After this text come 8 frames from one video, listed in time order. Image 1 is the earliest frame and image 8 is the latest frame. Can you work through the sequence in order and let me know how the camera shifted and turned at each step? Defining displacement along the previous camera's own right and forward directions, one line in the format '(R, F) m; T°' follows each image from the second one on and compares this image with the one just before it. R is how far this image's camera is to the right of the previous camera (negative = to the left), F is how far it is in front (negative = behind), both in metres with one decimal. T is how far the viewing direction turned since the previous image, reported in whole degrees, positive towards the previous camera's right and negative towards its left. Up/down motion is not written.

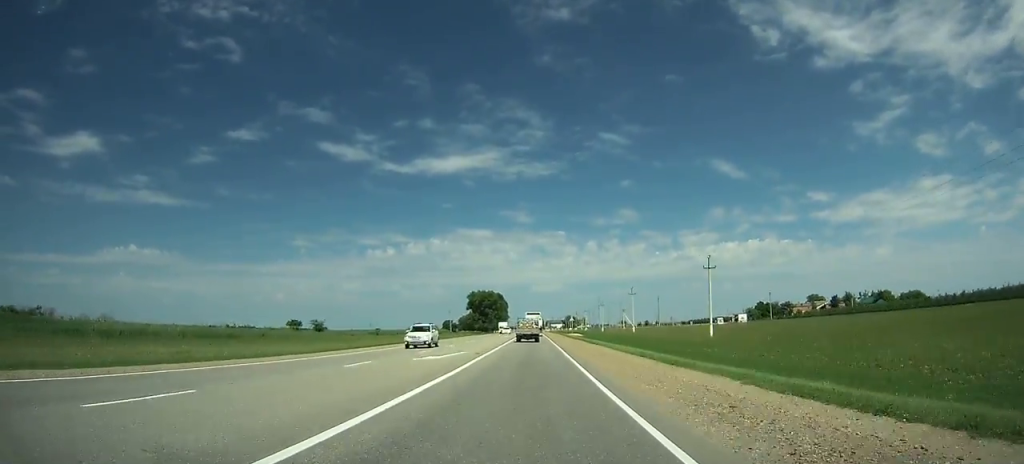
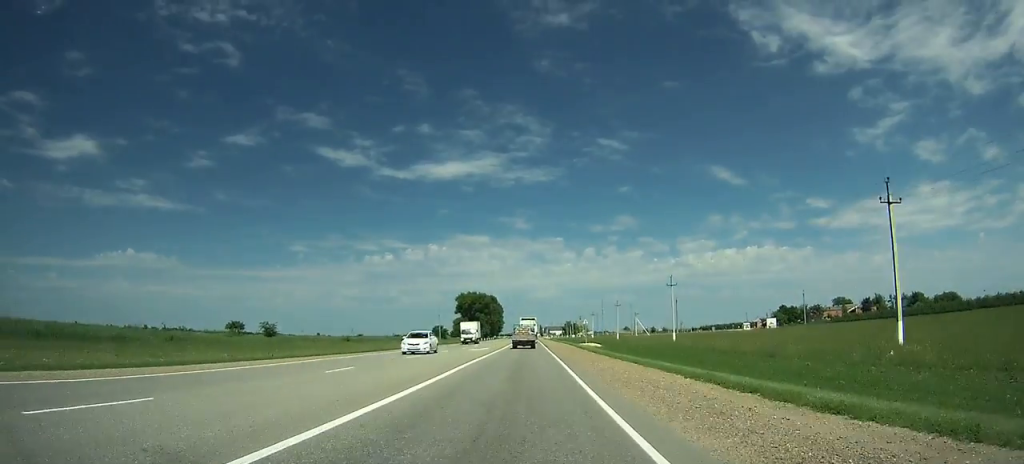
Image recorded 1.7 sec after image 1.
(-0.1, +39.8) m; 0°
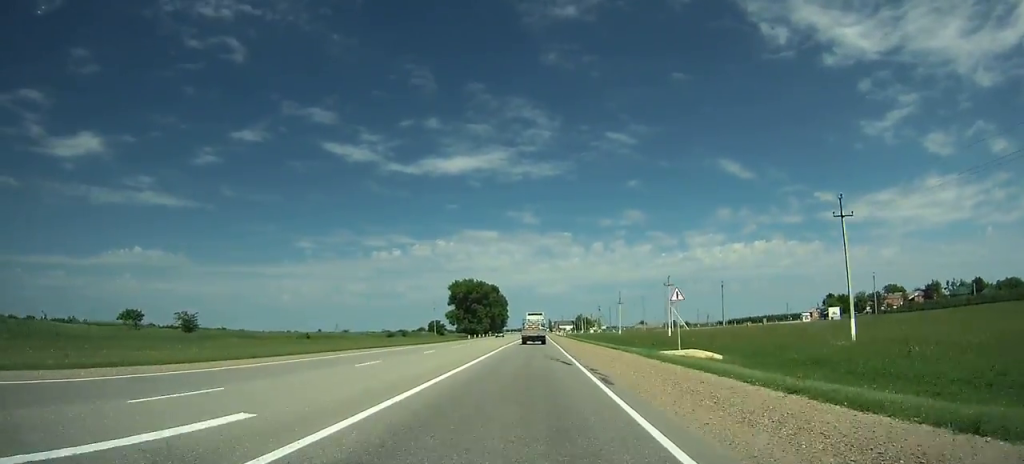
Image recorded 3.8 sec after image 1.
(0.0, +49.0) m; 0°
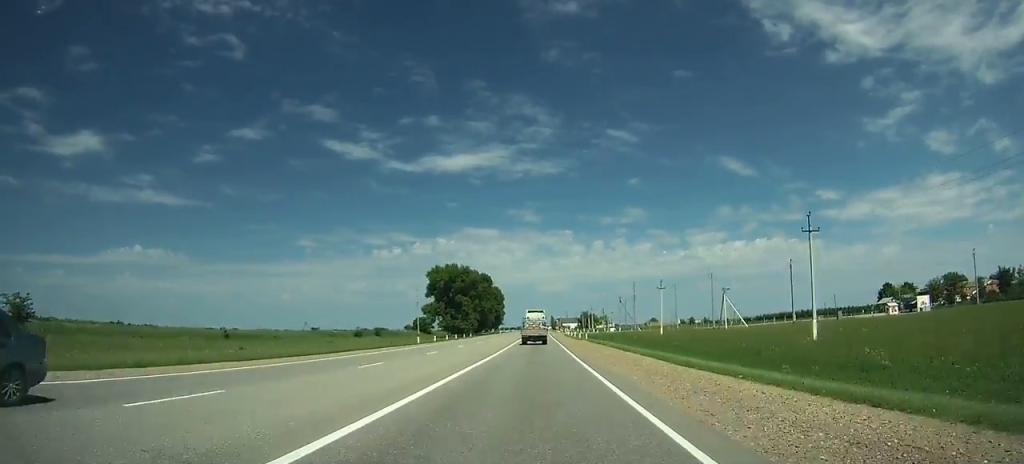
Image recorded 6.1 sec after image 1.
(-0.1, +49.3) m; 0°
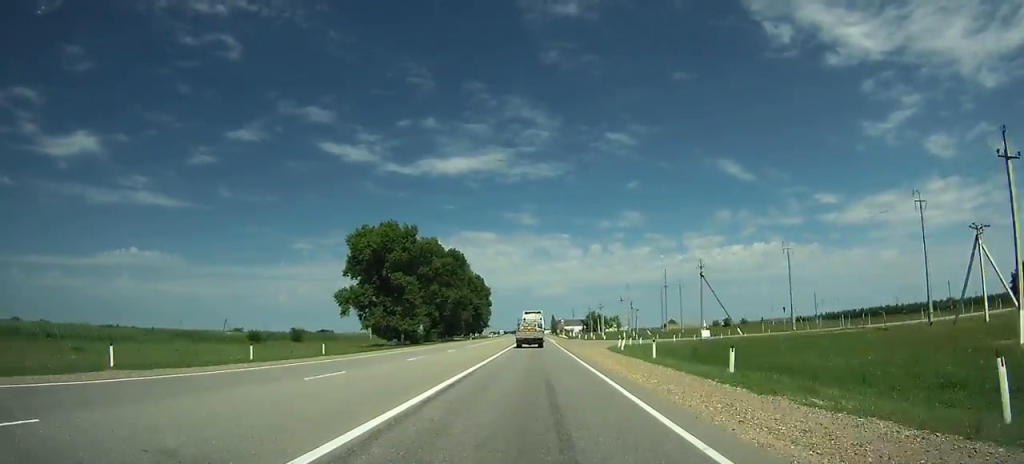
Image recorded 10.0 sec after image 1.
(-0.1, +75.1) m; 0°
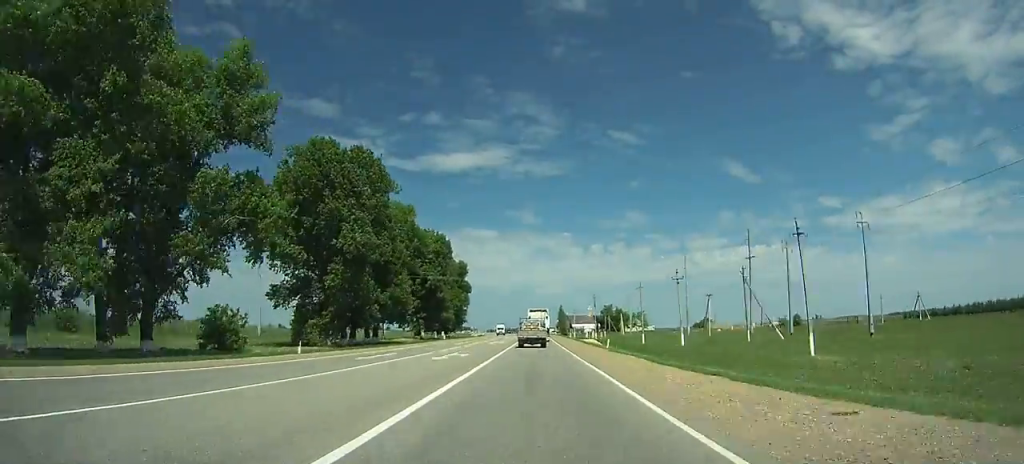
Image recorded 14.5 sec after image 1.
(+0.1, +77.8) m; +1°
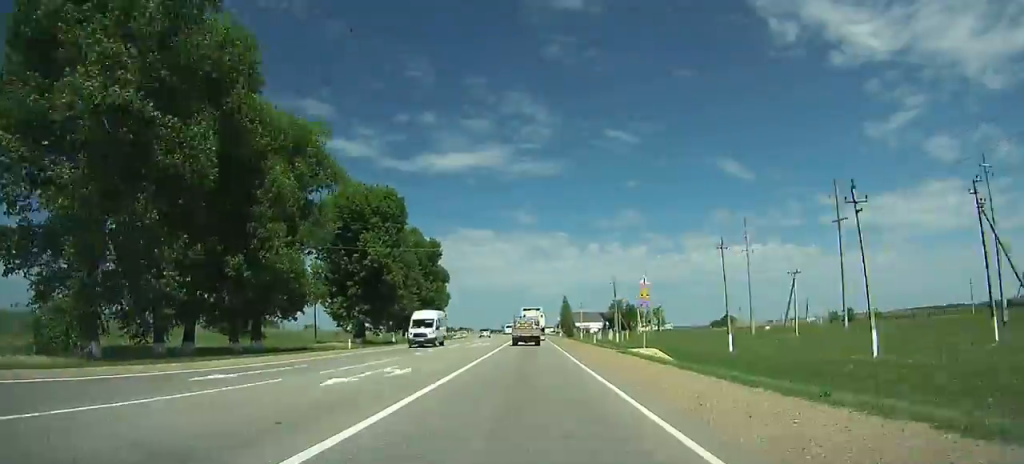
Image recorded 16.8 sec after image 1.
(+0.2, +40.2) m; 0°
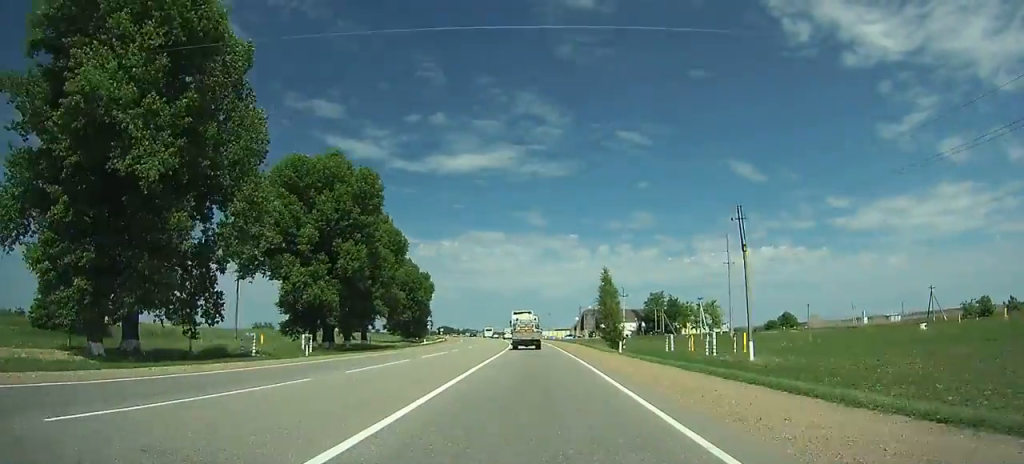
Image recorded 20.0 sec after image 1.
(-0.1, +57.0) m; -1°
